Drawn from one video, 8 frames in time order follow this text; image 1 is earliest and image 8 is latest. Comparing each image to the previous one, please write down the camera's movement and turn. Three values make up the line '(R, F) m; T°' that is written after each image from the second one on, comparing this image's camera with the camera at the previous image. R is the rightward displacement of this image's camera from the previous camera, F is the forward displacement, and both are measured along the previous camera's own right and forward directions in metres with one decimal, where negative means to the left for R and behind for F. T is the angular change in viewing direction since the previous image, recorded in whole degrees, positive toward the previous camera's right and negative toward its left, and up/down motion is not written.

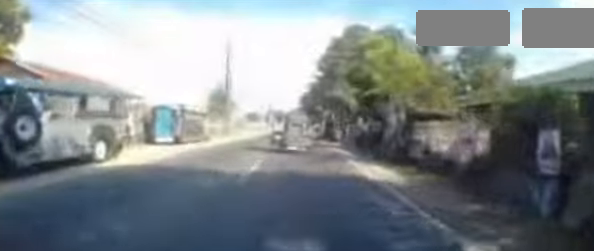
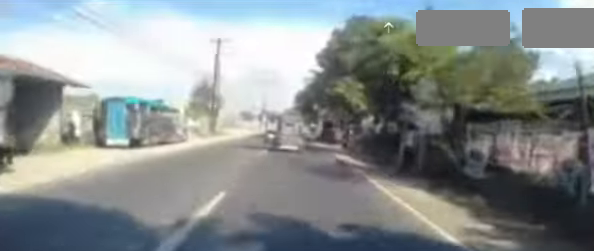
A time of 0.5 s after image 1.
(-0.3, +3.7) m; -3°
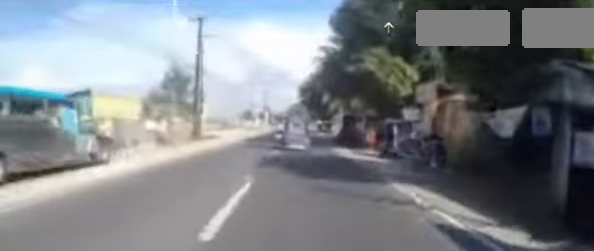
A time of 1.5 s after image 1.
(-0.6, +7.7) m; -4°
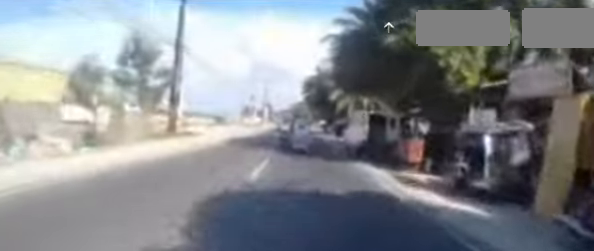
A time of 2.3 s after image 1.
(0.0, +6.3) m; -1°
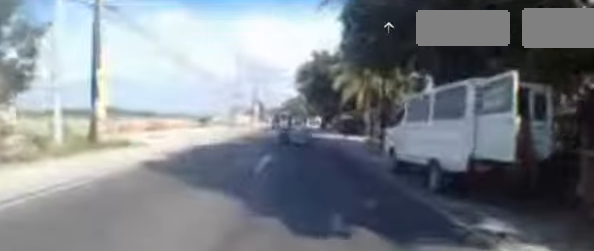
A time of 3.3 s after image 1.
(-0.1, +8.7) m; -3°
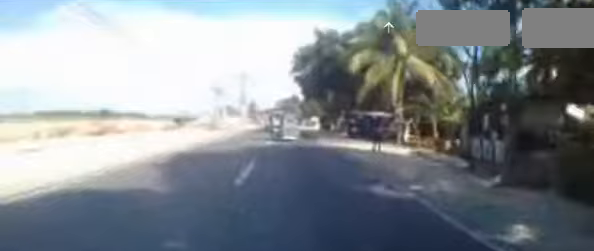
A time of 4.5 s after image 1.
(-0.2, +10.4) m; +3°
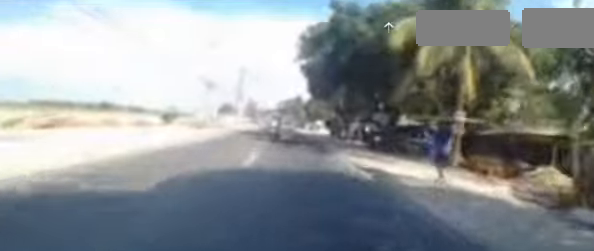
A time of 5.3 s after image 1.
(+0.2, +6.9) m; +5°
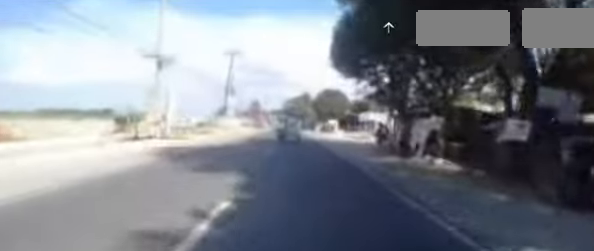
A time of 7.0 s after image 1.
(+0.5, +15.2) m; -3°
